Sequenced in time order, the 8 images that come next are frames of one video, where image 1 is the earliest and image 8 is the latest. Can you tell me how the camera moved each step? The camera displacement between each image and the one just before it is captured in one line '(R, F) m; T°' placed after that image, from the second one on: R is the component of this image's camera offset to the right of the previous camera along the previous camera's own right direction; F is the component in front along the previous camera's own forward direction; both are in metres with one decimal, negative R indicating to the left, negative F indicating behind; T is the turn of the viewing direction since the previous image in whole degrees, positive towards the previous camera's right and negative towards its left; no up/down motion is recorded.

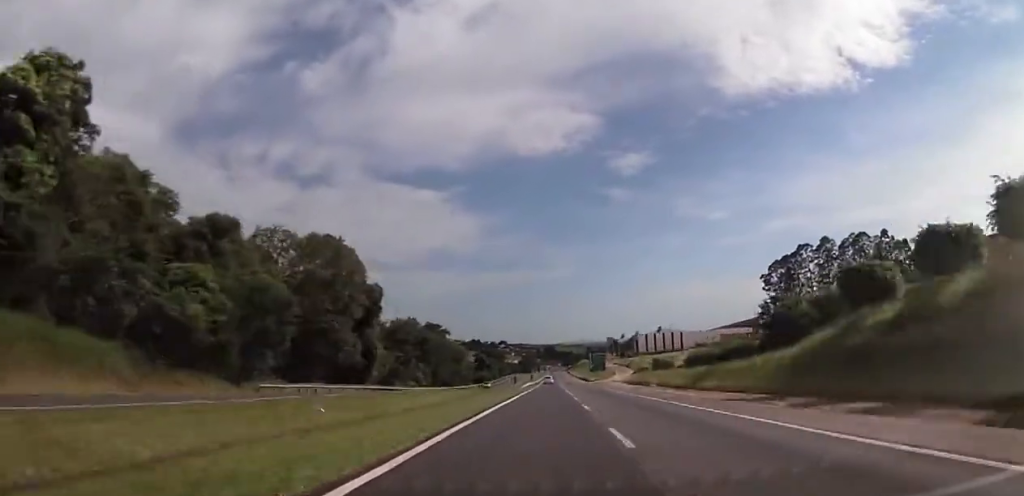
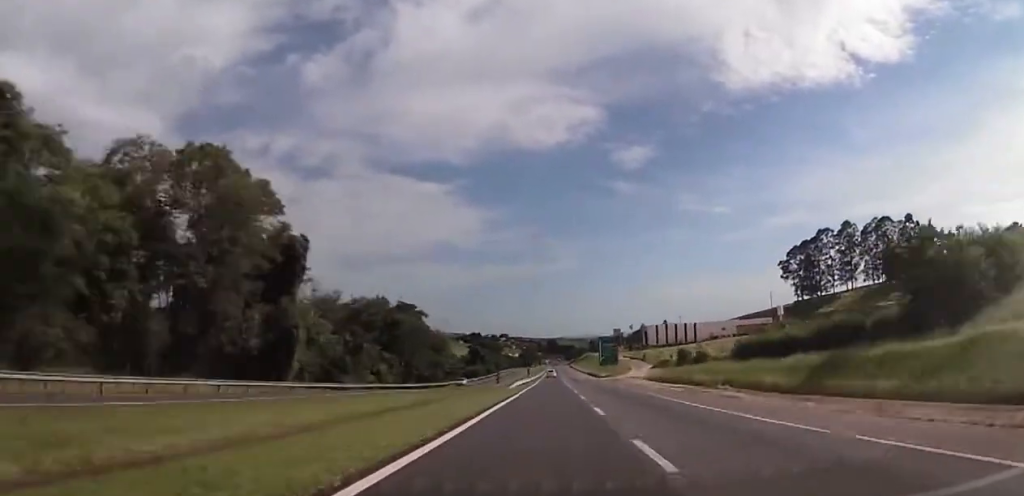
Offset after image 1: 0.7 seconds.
(-0.3, +26.5) m; 0°
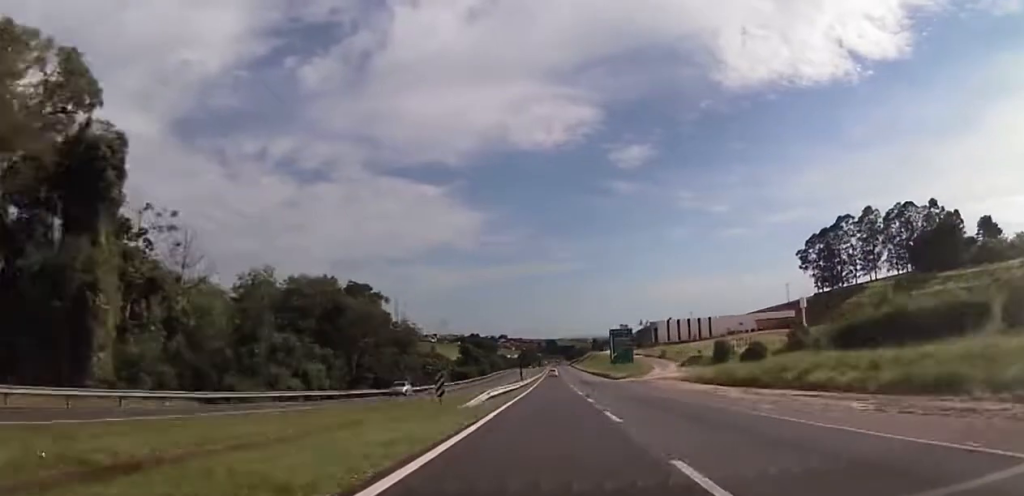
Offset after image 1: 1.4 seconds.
(0.0, +26.6) m; 0°
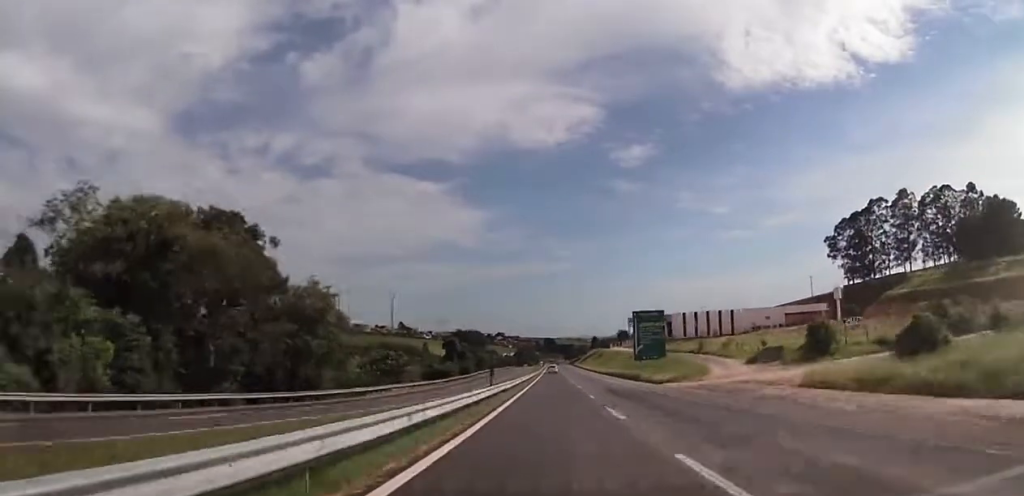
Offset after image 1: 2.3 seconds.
(+0.2, +34.4) m; 0°
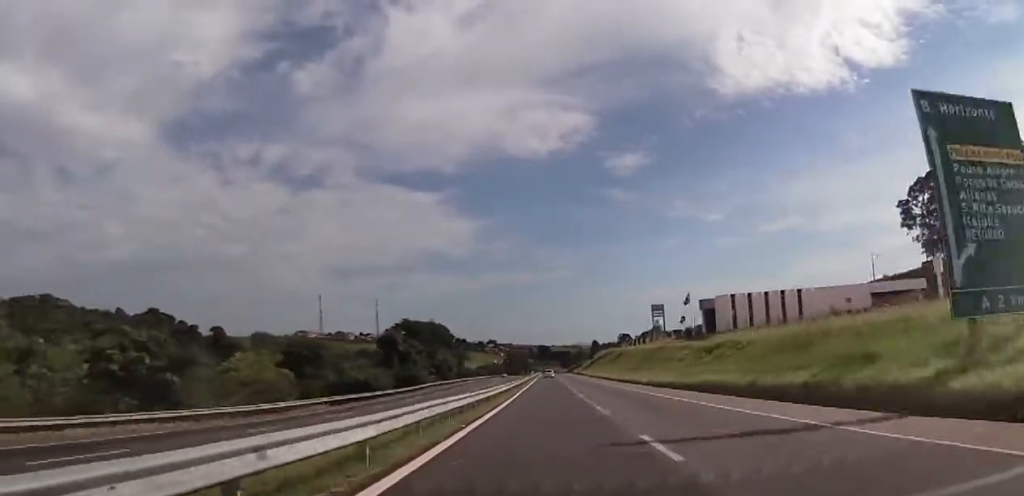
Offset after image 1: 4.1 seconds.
(-0.7, +68.5) m; 0°
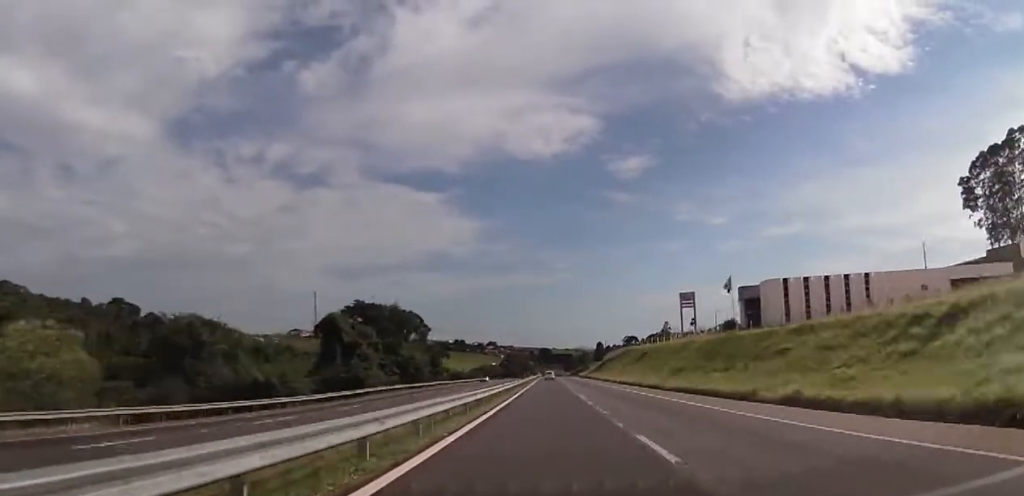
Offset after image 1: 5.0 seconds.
(+0.7, +35.5) m; +1°
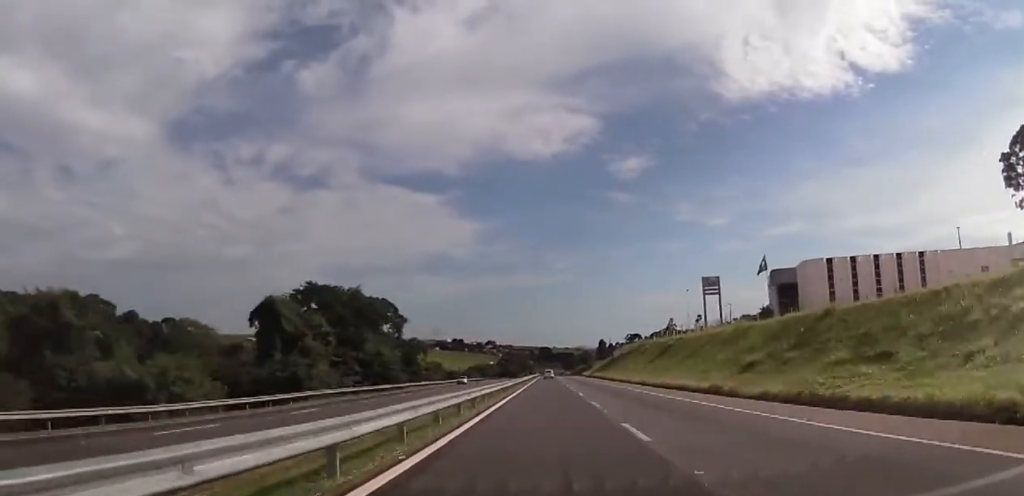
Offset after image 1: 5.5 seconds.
(-0.2, +21.2) m; 0°
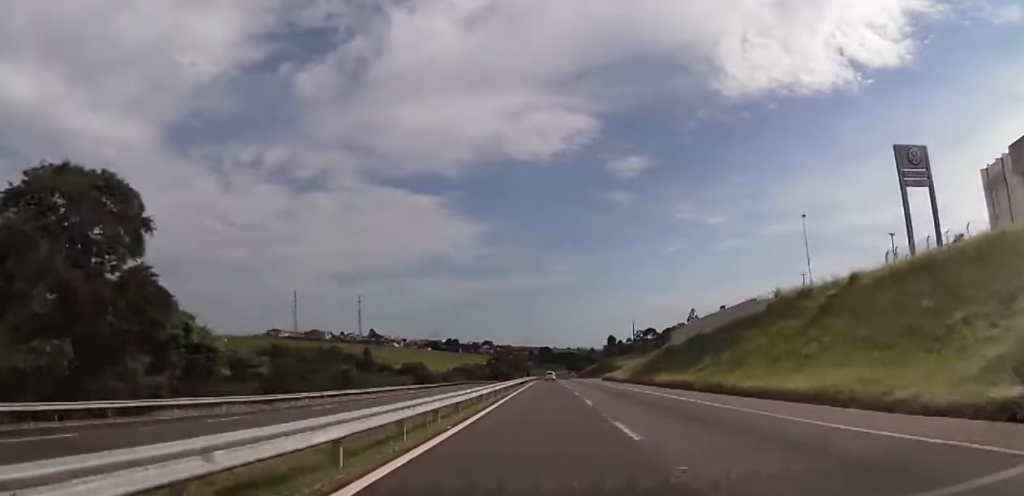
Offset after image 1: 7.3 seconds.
(-0.3, +71.1) m; 0°
